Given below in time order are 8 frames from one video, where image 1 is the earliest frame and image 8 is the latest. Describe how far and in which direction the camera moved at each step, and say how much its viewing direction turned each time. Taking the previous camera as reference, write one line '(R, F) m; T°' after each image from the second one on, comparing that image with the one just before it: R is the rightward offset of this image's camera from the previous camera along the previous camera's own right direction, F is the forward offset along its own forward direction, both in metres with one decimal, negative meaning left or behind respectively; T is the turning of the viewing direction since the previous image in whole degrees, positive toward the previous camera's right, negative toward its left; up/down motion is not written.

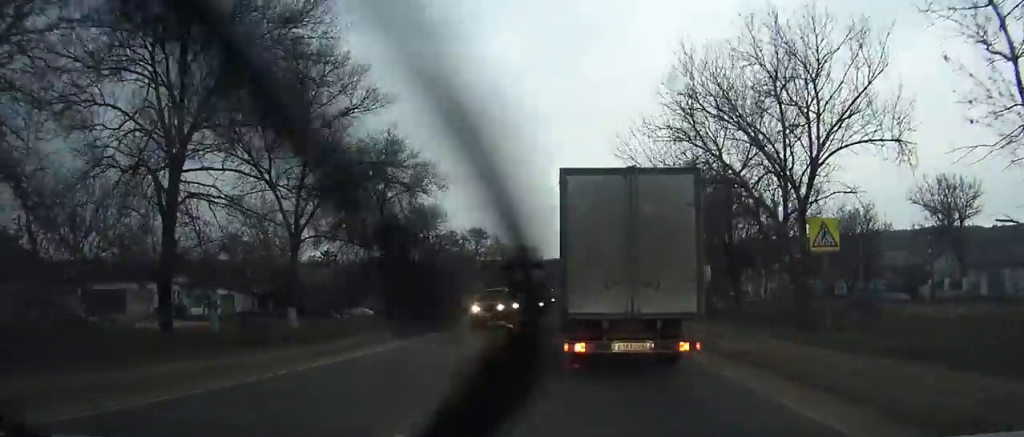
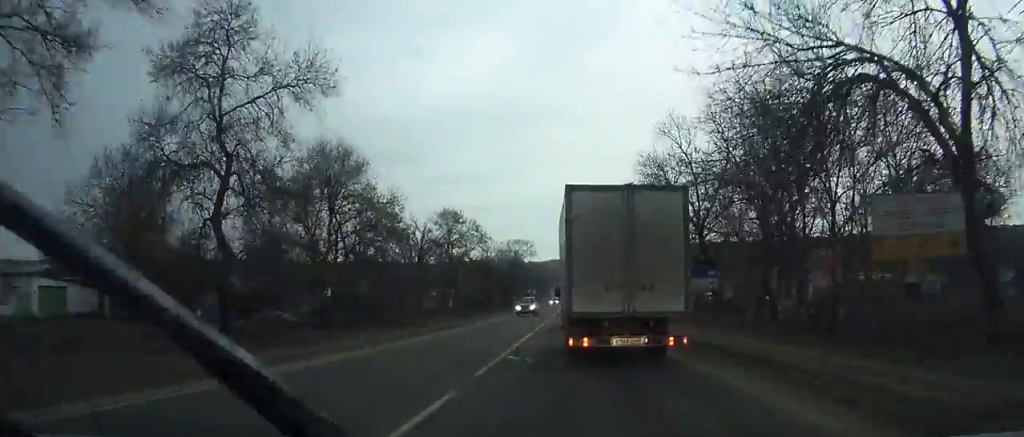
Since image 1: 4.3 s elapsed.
(-0.1, +20.6) m; +1°
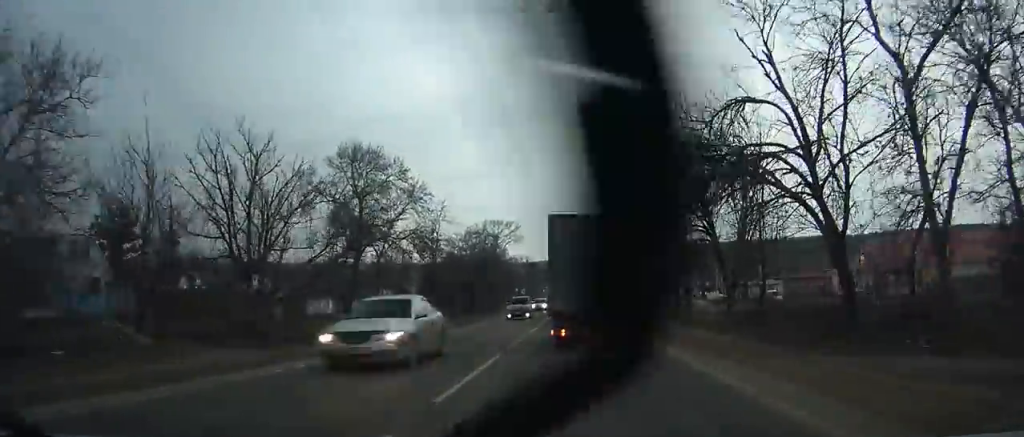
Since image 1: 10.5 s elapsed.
(+0.9, +31.3) m; +1°
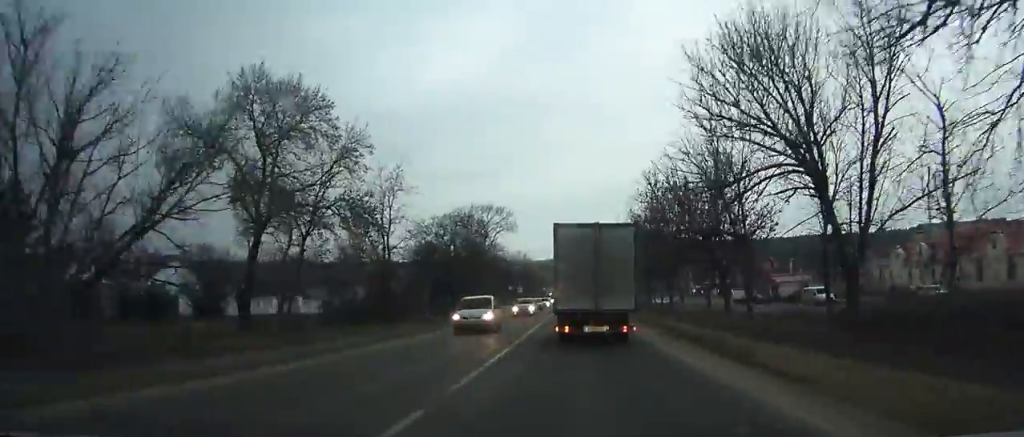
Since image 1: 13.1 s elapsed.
(-0.1, +14.7) m; 0°
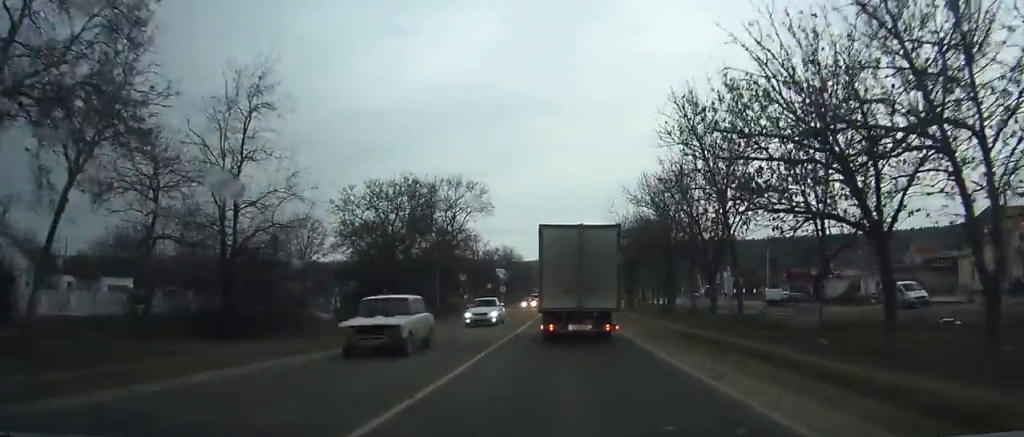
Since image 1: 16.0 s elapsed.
(+0.2, +17.6) m; 0°
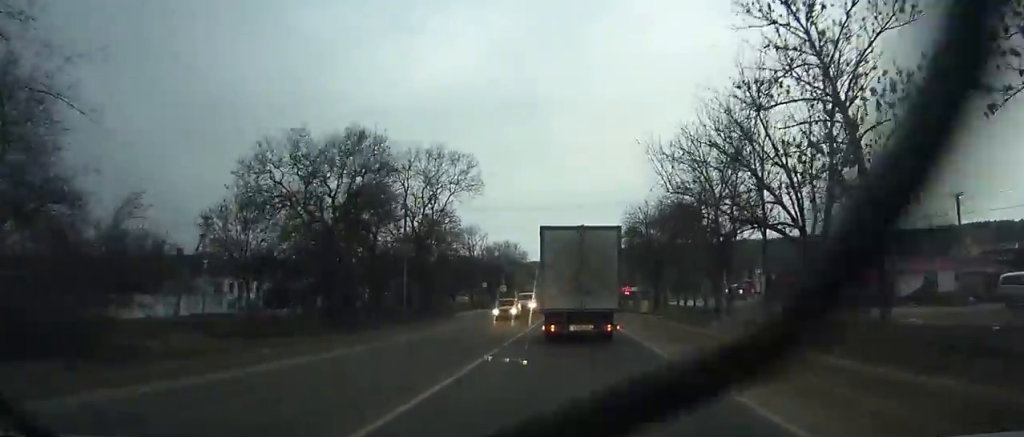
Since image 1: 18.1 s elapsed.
(0.0, +13.3) m; -1°
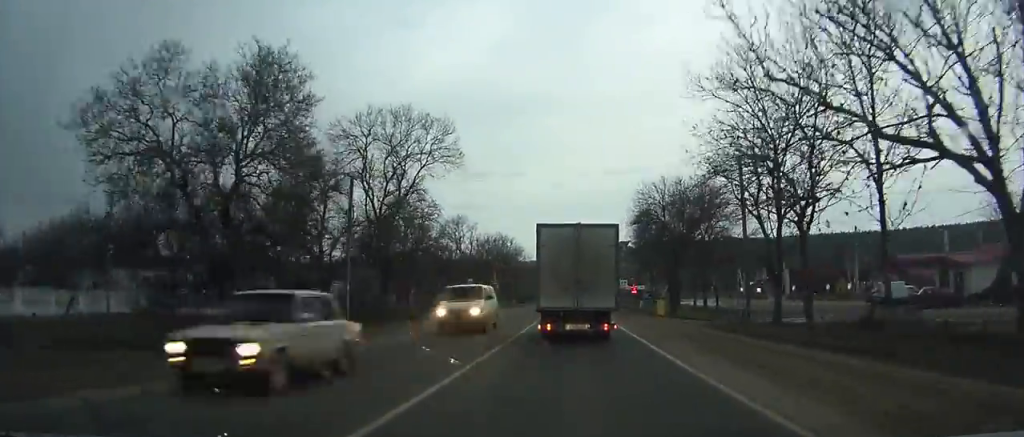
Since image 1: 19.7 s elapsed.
(0.0, +10.2) m; -1°
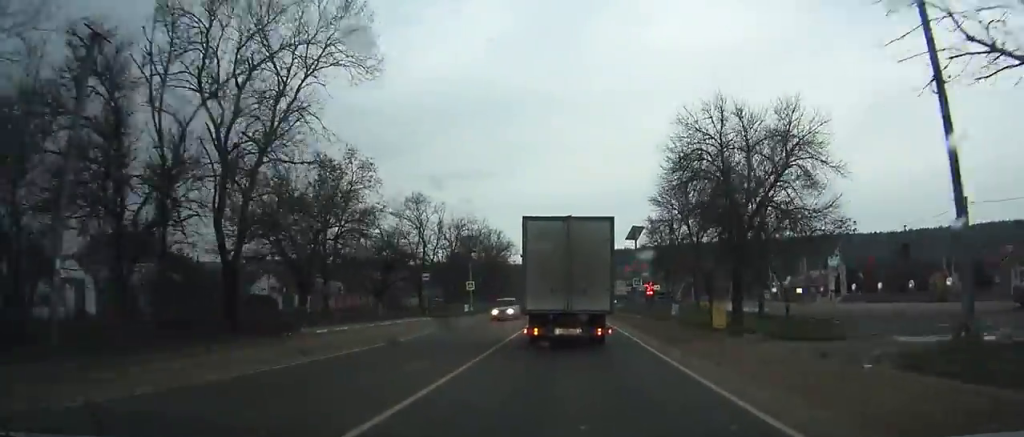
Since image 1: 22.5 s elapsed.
(-0.3, +18.0) m; -1°
